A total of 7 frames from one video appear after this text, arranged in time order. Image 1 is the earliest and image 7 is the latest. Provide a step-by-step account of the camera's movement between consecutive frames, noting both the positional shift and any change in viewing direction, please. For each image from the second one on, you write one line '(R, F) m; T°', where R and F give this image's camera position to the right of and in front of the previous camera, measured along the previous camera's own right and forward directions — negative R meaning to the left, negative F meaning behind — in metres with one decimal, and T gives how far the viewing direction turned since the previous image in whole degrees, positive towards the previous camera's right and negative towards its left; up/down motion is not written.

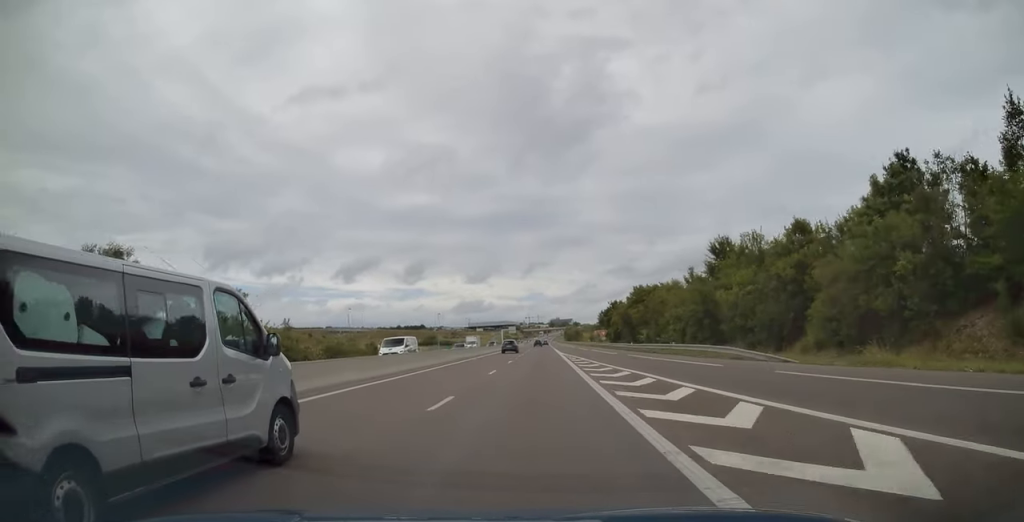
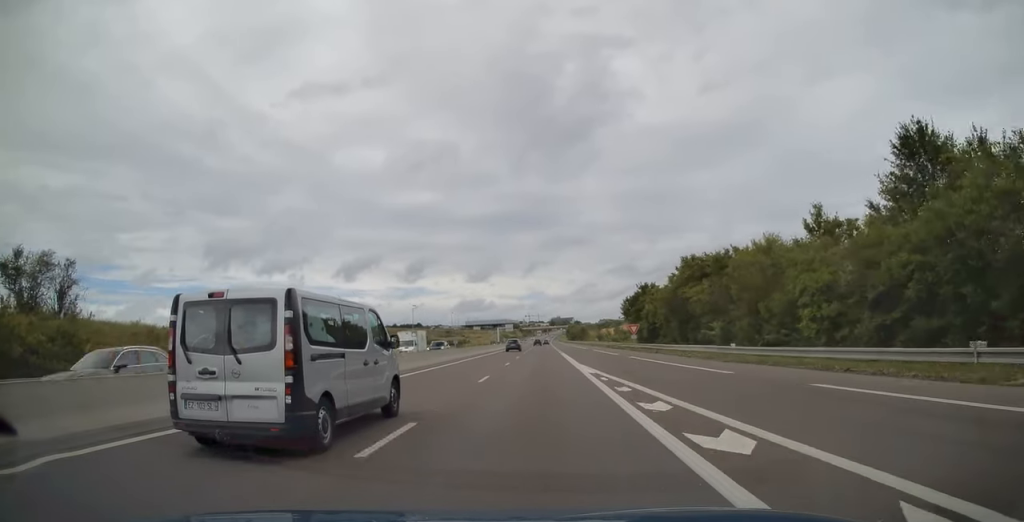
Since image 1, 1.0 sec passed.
(-0.2, +30.8) m; 0°
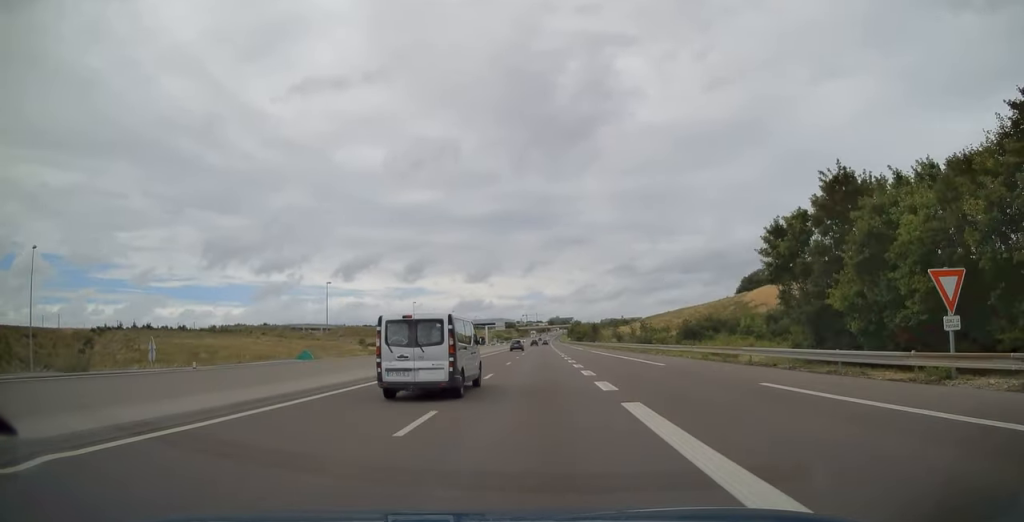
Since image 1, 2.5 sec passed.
(+0.1, +49.9) m; 0°
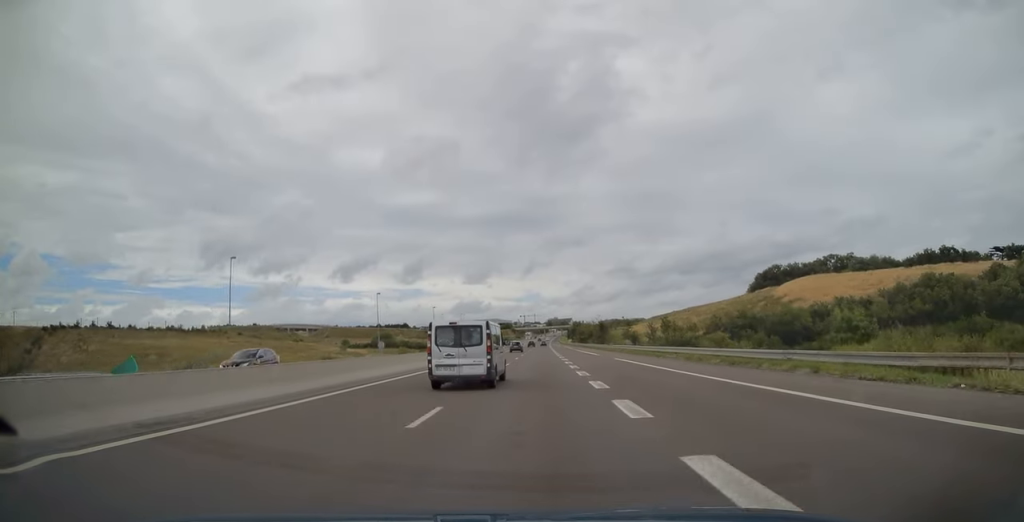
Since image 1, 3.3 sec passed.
(0.0, +24.6) m; 0°
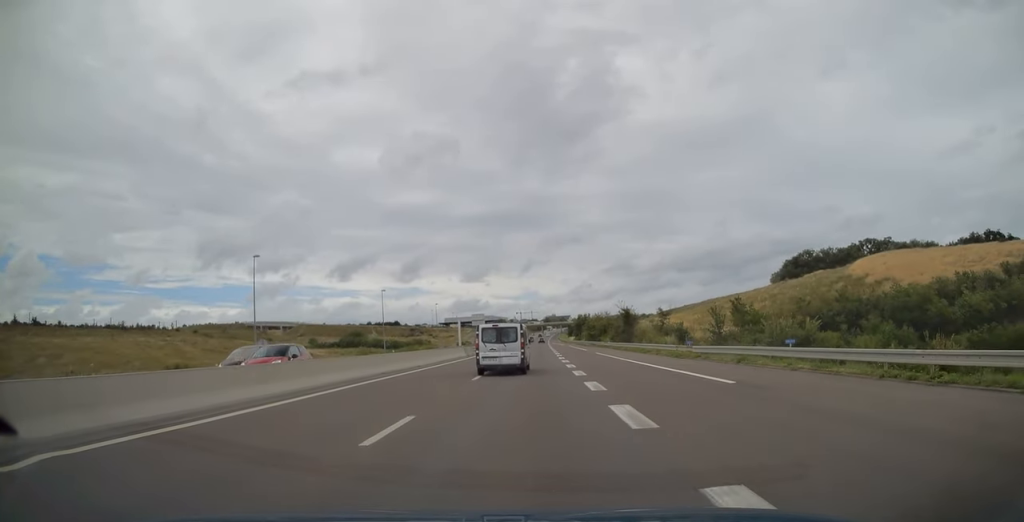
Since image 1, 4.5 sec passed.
(0.0, +40.1) m; 0°
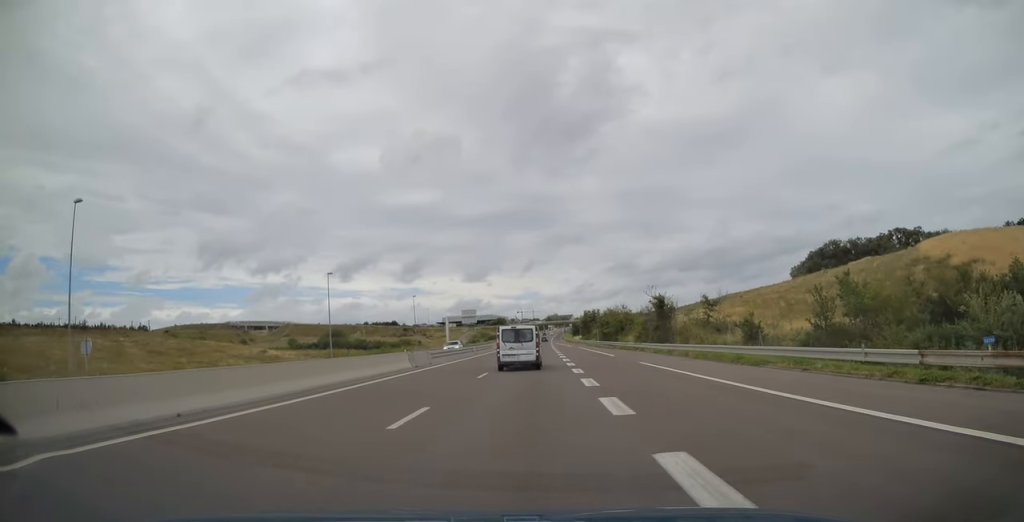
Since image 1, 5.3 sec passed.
(0.0, +24.1) m; 0°
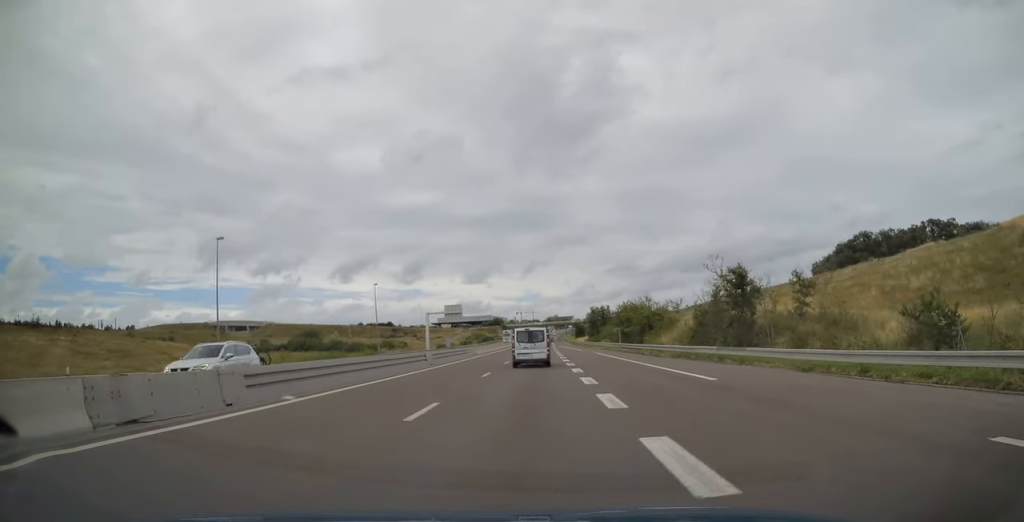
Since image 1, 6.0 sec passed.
(0.0, +24.8) m; 0°
